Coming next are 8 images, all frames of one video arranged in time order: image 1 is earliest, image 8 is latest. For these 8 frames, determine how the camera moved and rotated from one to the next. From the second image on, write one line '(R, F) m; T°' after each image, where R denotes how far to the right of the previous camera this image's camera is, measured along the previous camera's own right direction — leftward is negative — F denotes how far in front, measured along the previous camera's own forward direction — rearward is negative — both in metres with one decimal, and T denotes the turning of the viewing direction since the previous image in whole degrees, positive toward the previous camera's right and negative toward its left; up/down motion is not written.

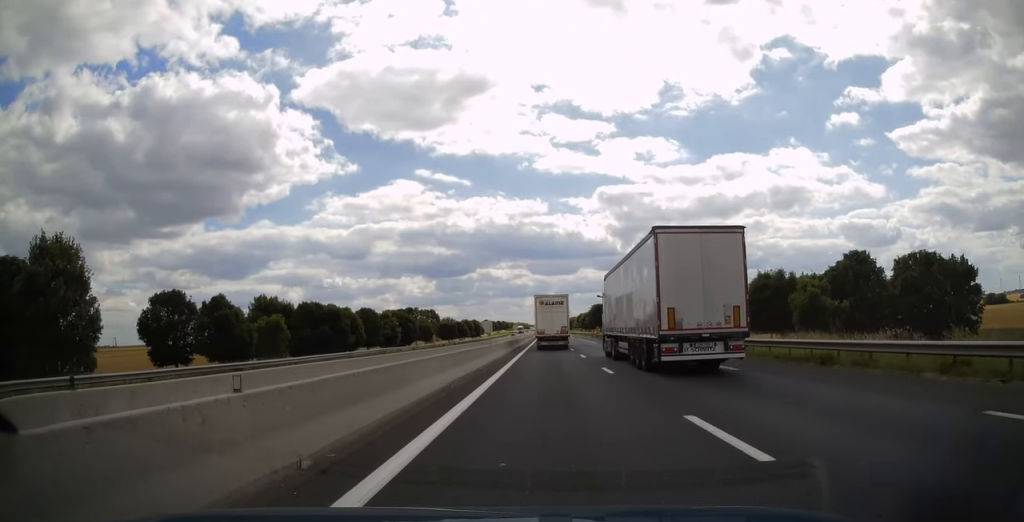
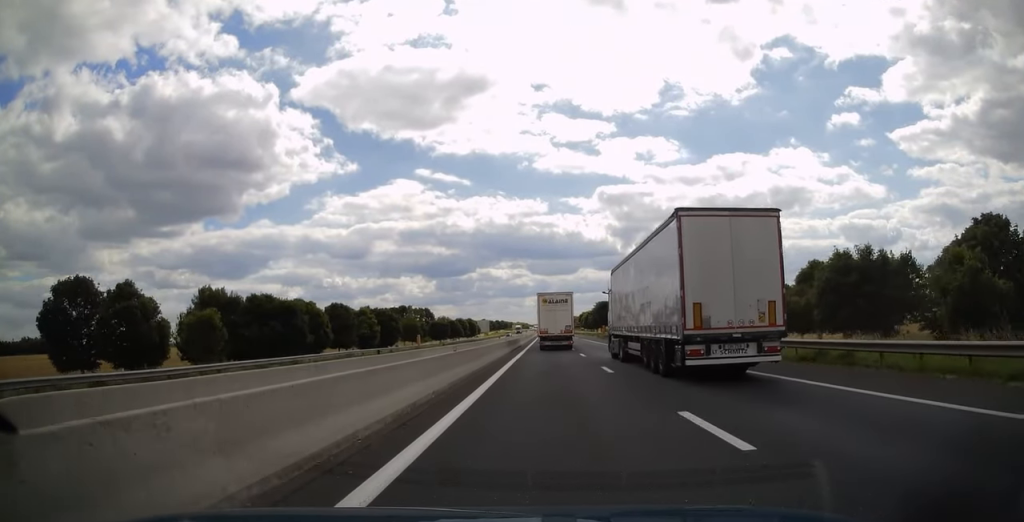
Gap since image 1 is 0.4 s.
(0.0, +12.6) m; 0°
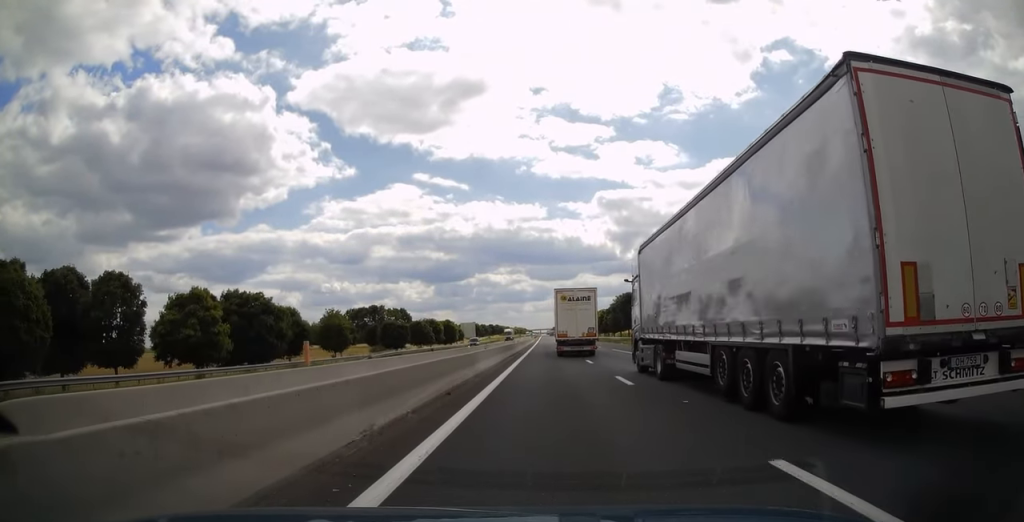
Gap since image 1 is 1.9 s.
(-0.3, +42.7) m; 0°
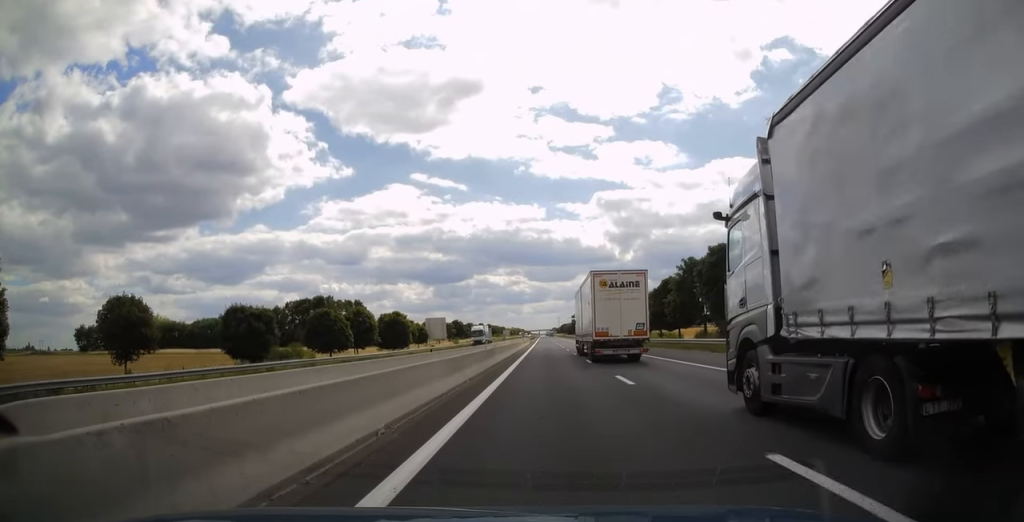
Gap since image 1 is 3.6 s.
(+0.5, +52.0) m; 0°
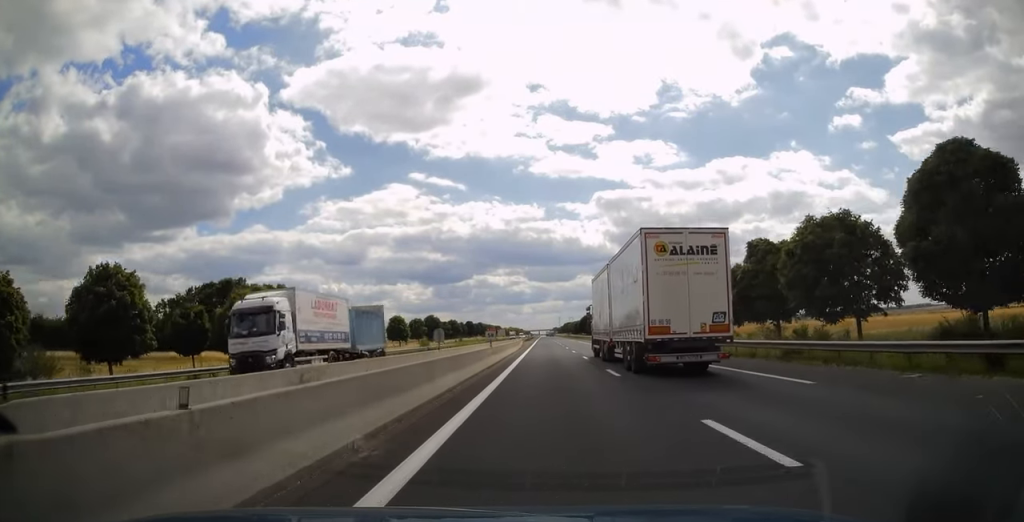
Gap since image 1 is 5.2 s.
(-0.3, +49.7) m; 0°
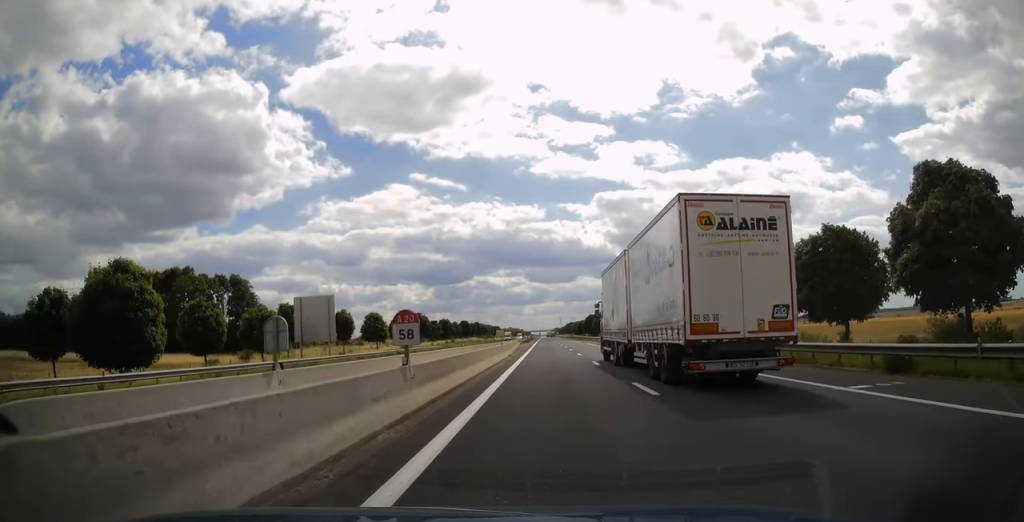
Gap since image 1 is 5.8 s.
(+0.3, +18.9) m; 0°
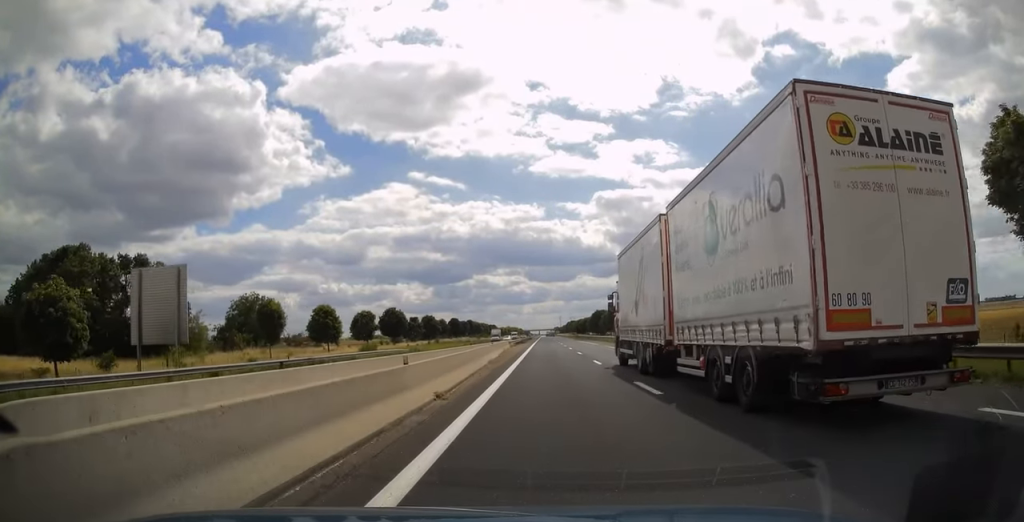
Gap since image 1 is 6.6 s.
(-0.2, +25.8) m; 0°
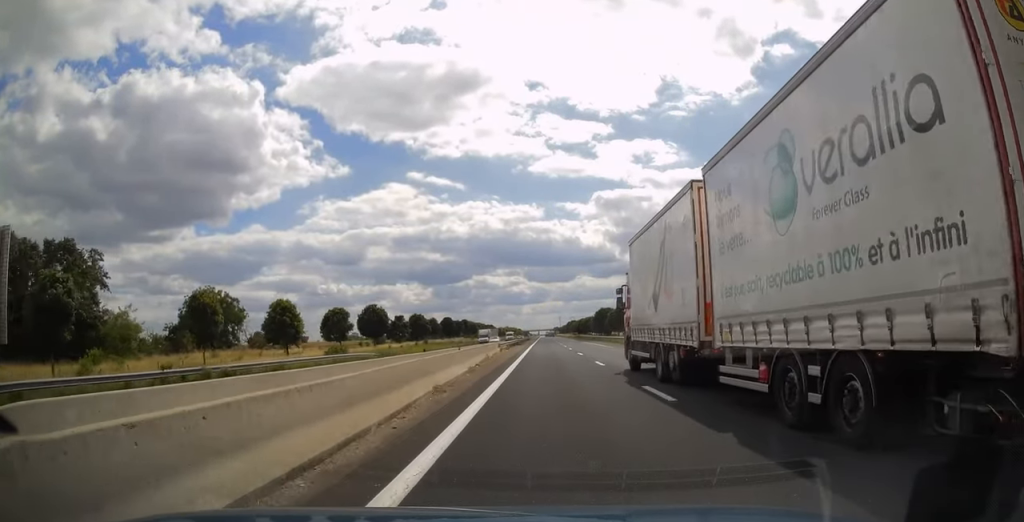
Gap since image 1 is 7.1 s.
(-0.1, +14.2) m; 0°
